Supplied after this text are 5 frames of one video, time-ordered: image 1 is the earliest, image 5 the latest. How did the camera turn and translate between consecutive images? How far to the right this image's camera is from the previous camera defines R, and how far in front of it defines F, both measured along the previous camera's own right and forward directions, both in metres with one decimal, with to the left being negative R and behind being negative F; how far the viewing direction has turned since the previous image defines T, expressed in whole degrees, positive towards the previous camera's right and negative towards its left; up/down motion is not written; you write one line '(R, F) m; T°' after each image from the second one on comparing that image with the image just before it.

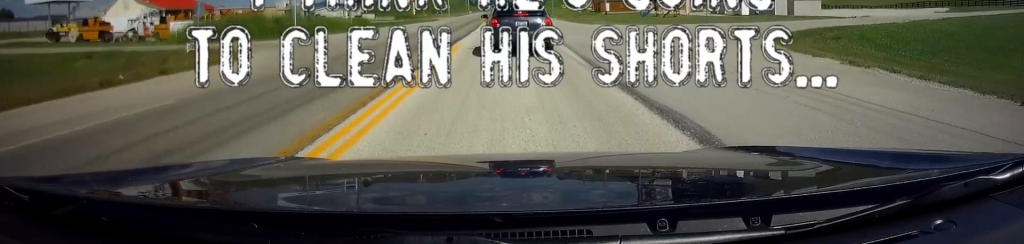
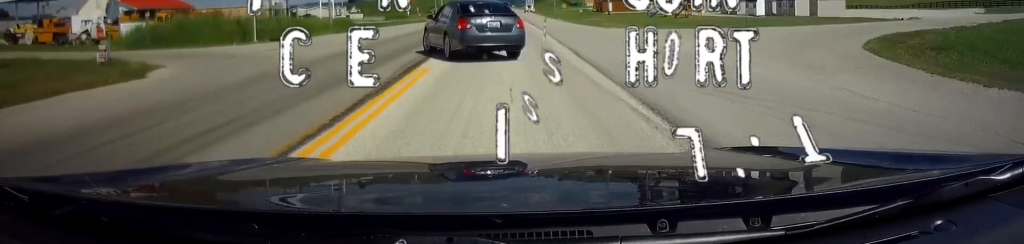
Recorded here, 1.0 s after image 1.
(0.0, +7.7) m; 0°
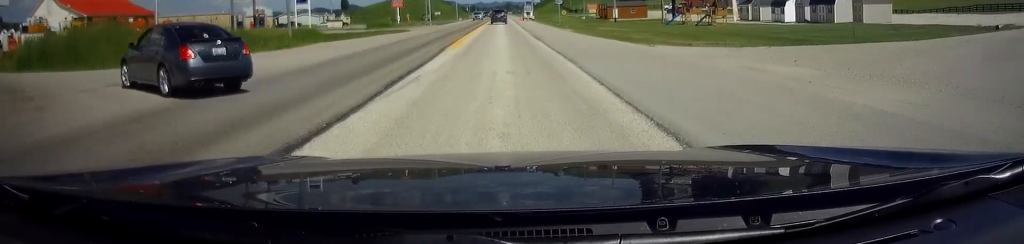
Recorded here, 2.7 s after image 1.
(+0.3, +12.2) m; +2°
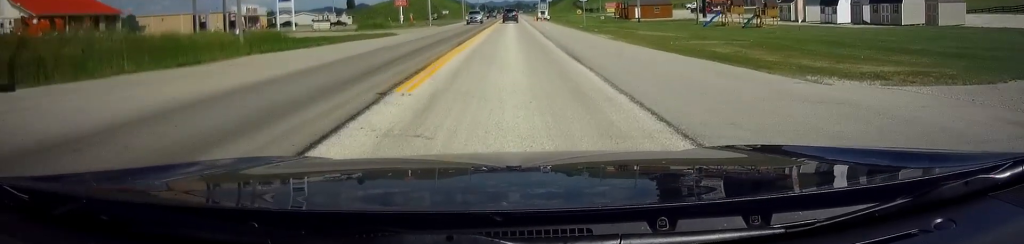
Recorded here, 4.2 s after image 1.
(-0.1, +13.0) m; 0°
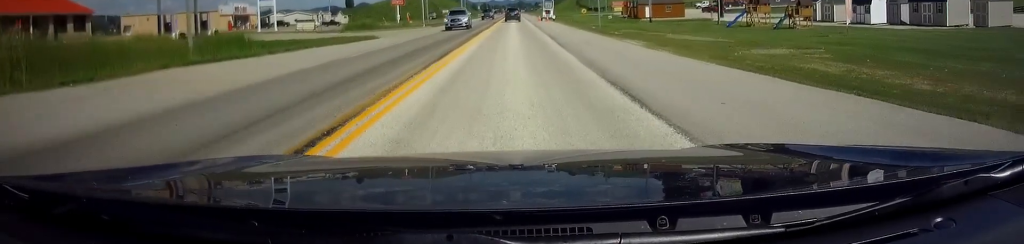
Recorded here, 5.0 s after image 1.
(0.0, +7.7) m; 0°
